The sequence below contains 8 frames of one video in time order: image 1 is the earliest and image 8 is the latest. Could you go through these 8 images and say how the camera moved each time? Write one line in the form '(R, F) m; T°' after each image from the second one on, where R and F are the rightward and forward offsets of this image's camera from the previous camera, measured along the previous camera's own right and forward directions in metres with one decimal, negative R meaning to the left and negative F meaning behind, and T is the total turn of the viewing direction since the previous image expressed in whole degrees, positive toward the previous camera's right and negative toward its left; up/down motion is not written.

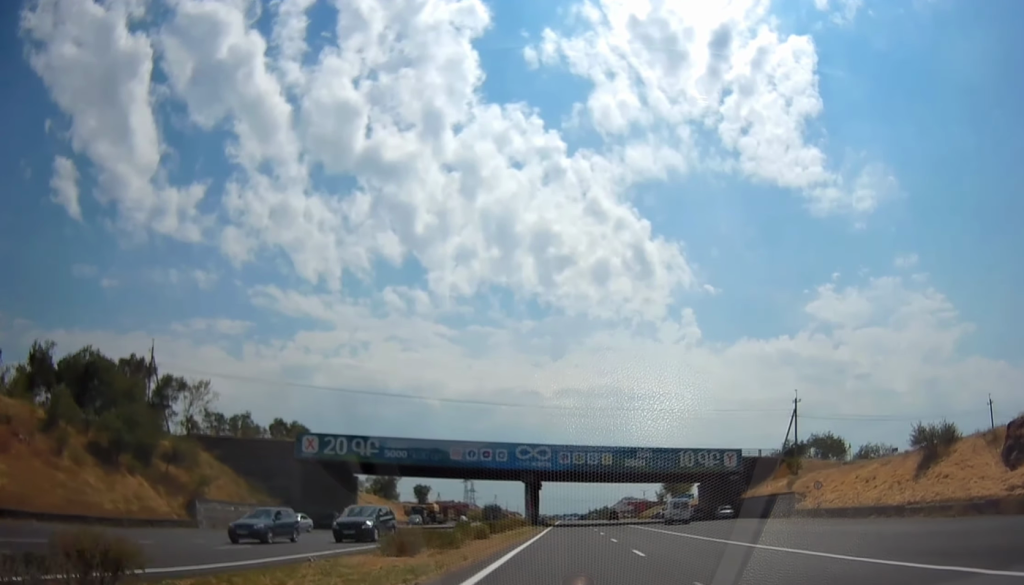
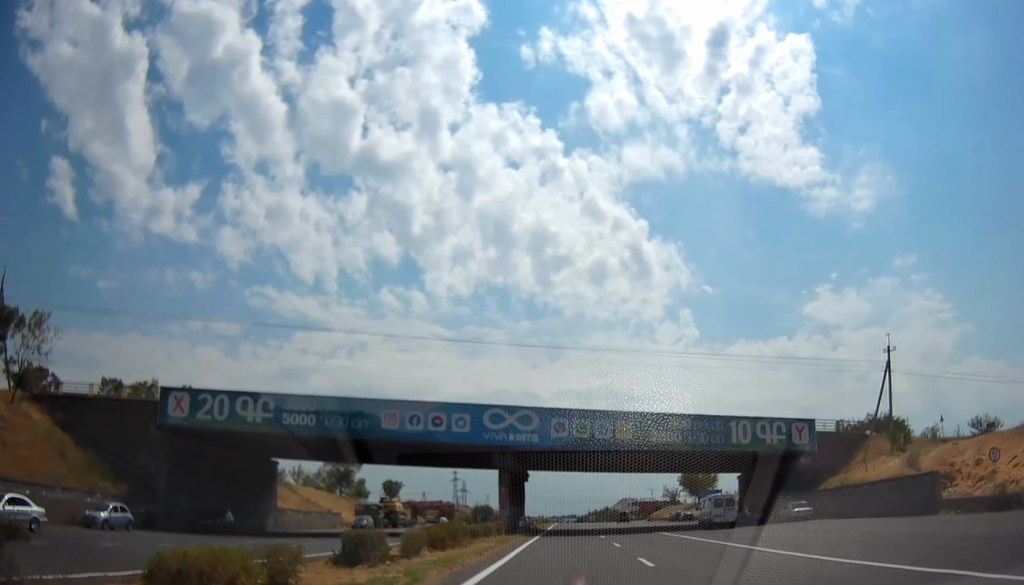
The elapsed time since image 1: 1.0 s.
(-0.1, +24.9) m; 0°
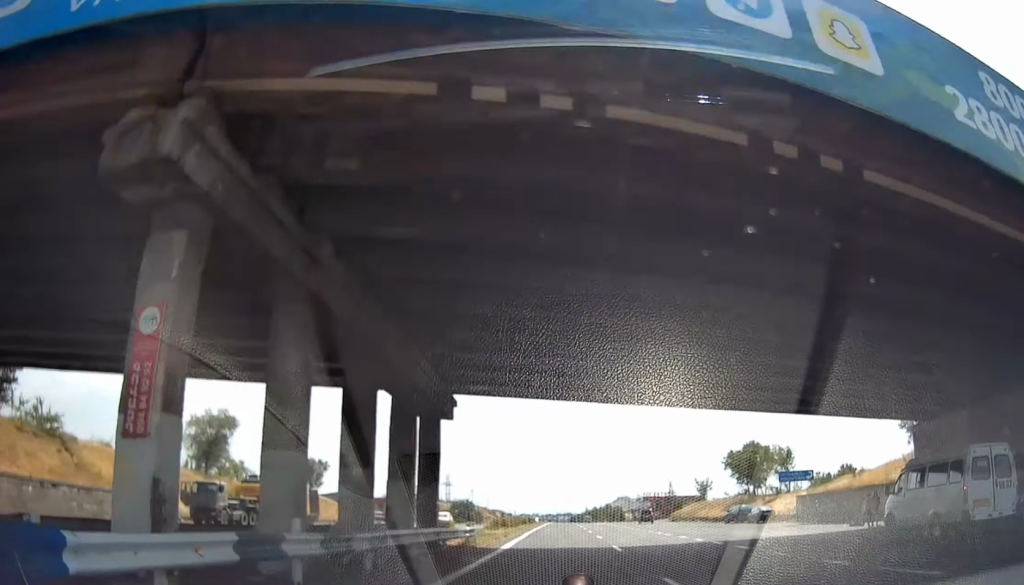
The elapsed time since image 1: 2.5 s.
(+0.4, +40.2) m; +1°
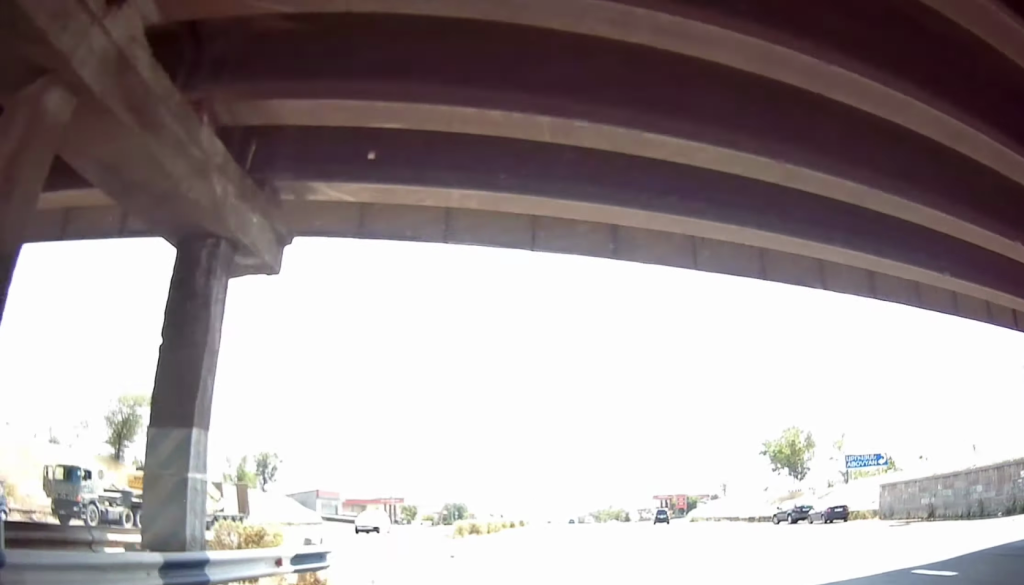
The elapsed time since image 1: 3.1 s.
(0.0, +15.3) m; -1°
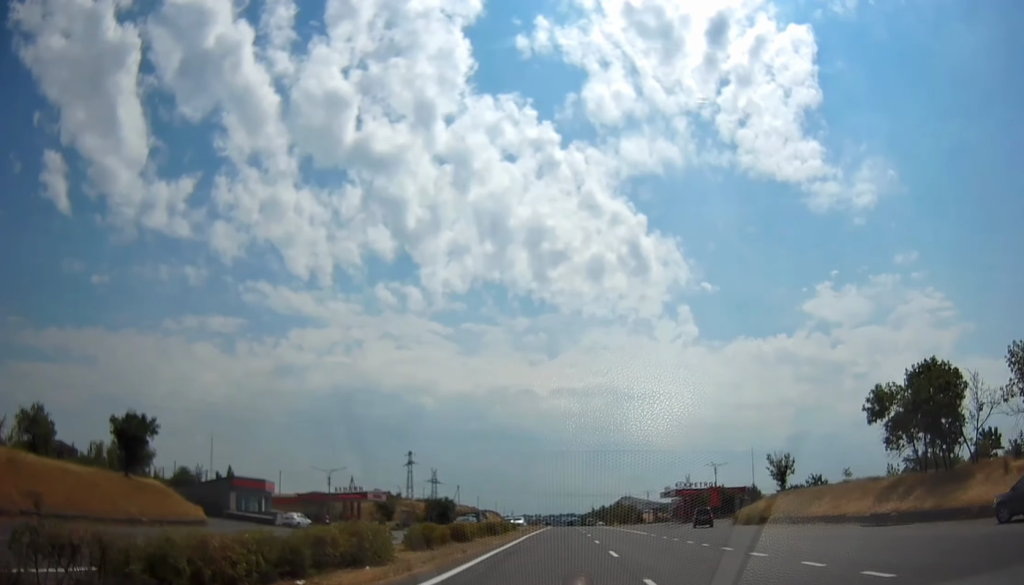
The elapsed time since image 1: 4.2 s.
(-0.3, +28.1) m; -1°
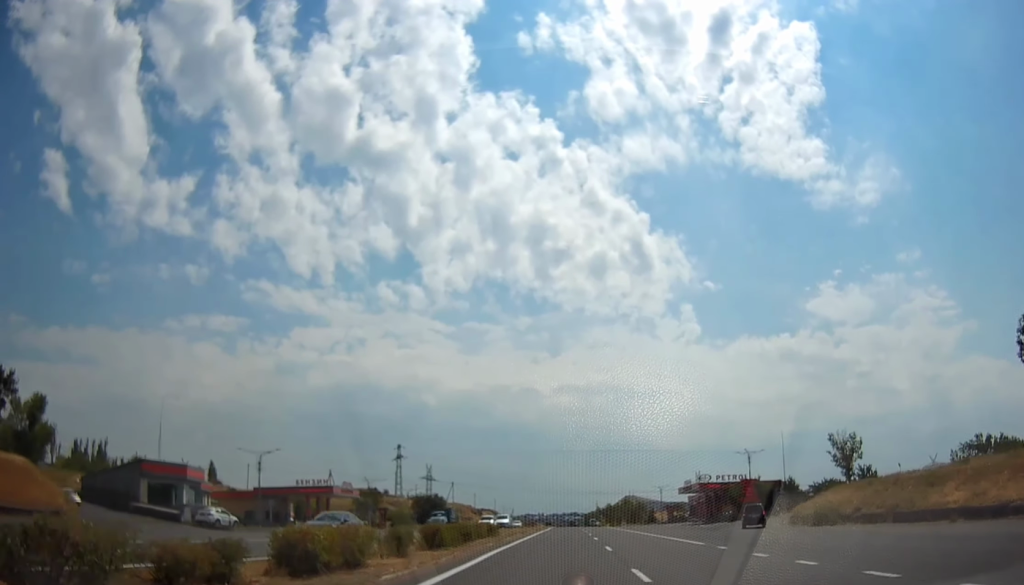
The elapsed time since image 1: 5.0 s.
(0.0, +18.3) m; 0°
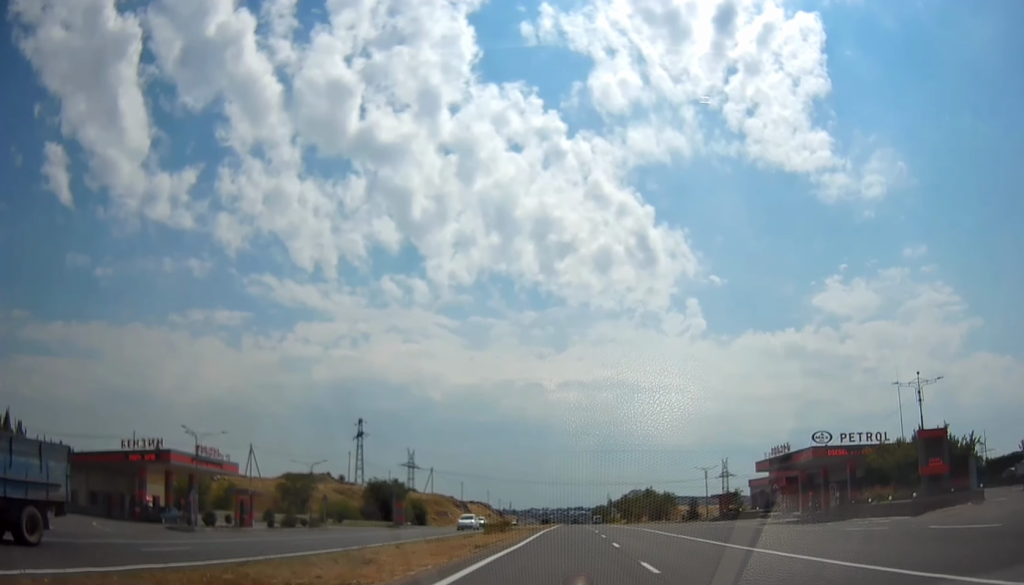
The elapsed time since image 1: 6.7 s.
(+0.2, +43.1) m; 0°
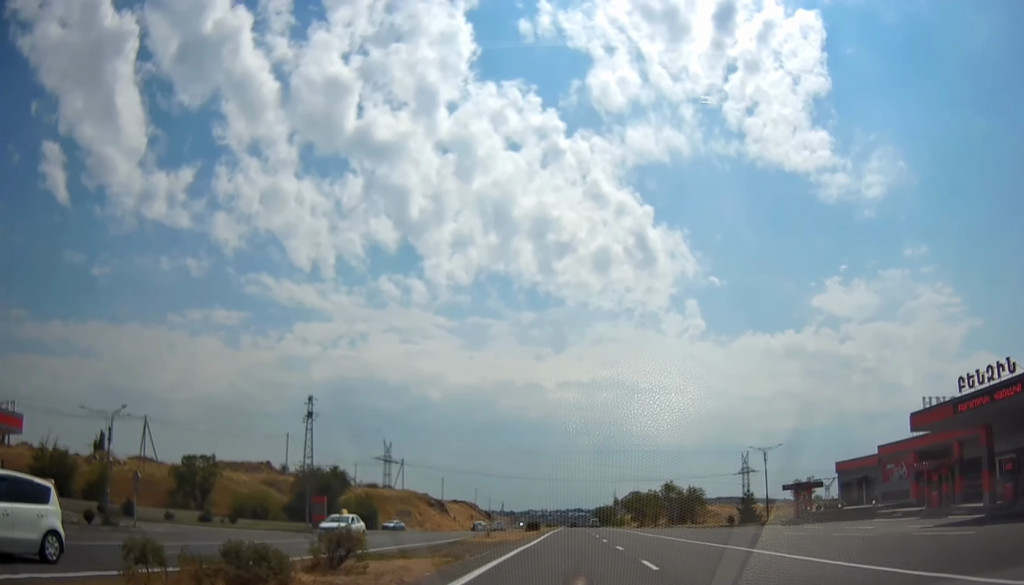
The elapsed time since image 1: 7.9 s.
(0.0, +32.0) m; 0°
